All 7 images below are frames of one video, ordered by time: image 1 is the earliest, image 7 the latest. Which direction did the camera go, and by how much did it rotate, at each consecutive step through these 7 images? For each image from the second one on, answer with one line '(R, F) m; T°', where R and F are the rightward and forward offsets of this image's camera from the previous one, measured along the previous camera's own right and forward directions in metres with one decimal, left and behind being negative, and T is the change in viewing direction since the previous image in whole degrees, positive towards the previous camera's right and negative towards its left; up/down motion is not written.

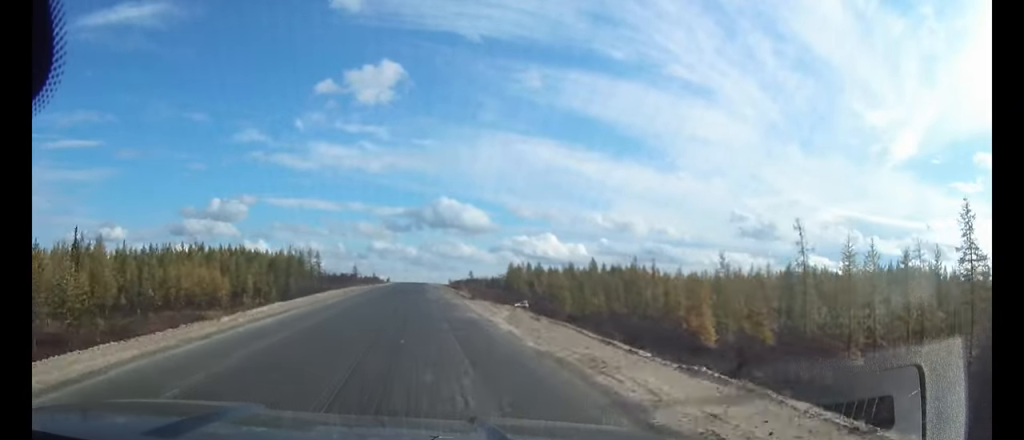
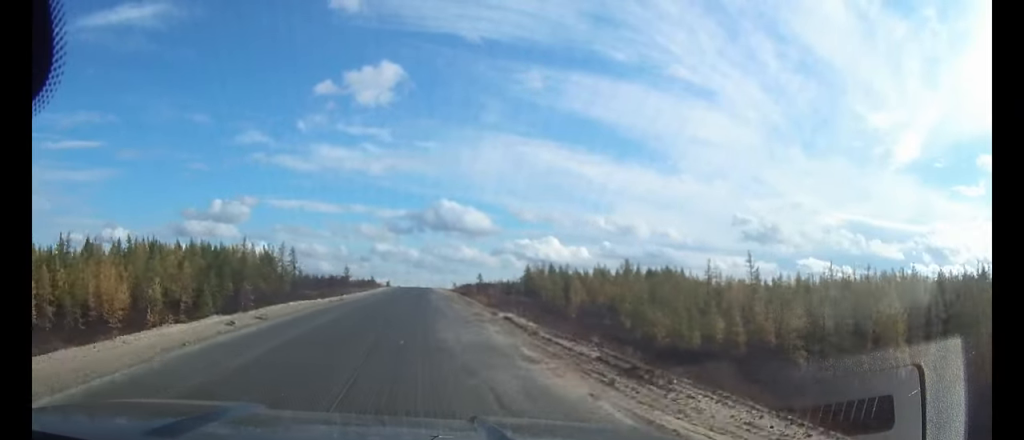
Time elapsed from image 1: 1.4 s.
(0.0, +27.6) m; 0°
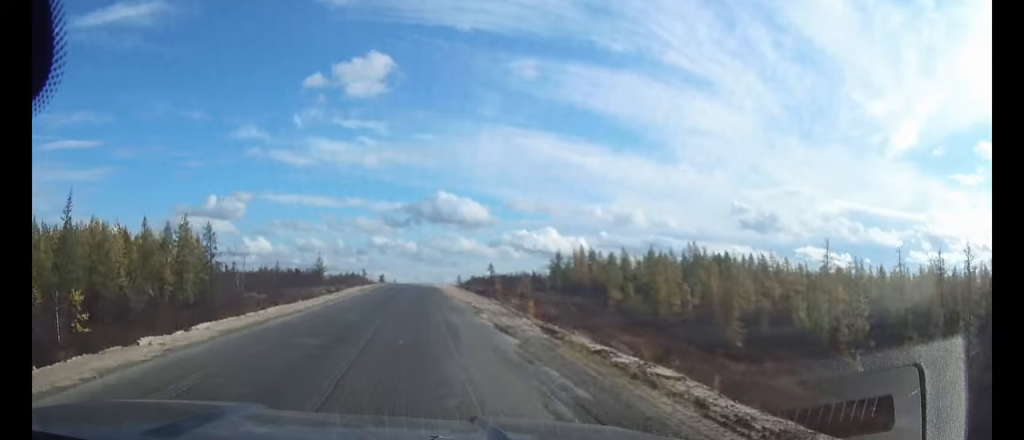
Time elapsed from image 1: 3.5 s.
(0.0, +40.6) m; 0°
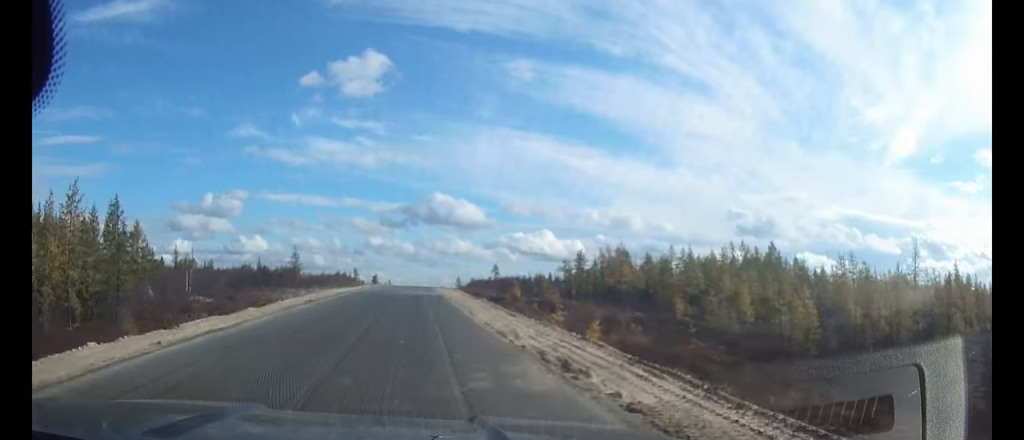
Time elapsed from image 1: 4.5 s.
(+0.1, +20.0) m; 0°
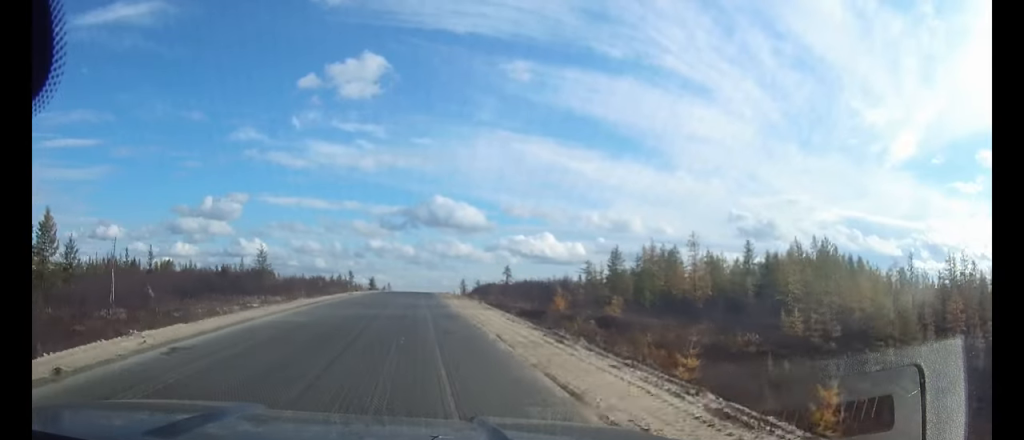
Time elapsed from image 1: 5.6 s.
(-0.1, +19.8) m; 0°
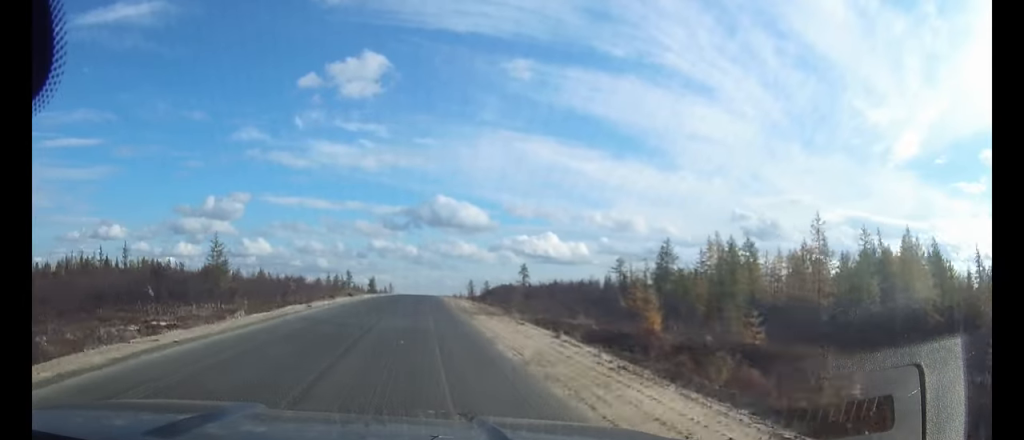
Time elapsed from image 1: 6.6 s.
(0.0, +18.5) m; 0°
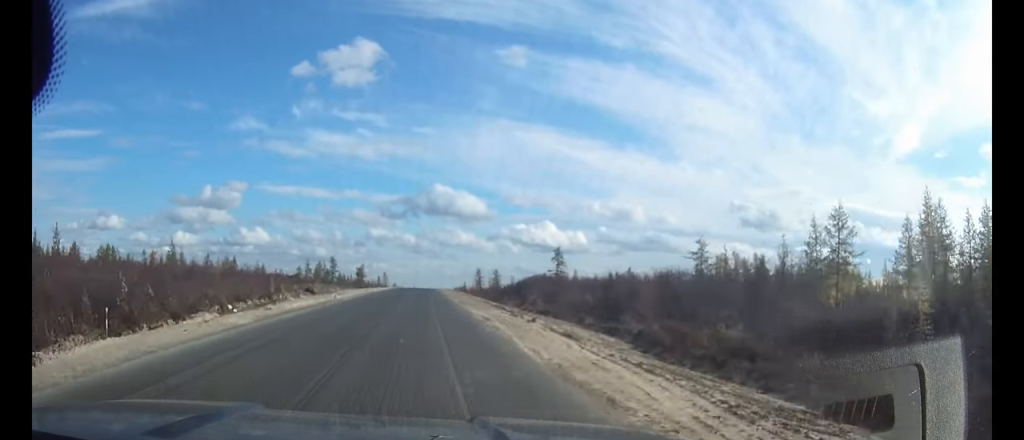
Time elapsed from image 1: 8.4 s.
(+0.1, +35.2) m; 0°
